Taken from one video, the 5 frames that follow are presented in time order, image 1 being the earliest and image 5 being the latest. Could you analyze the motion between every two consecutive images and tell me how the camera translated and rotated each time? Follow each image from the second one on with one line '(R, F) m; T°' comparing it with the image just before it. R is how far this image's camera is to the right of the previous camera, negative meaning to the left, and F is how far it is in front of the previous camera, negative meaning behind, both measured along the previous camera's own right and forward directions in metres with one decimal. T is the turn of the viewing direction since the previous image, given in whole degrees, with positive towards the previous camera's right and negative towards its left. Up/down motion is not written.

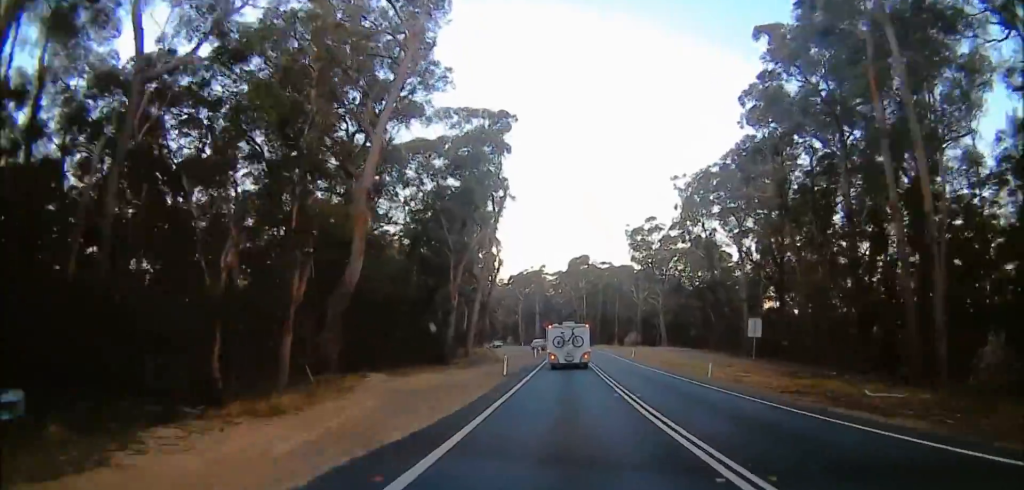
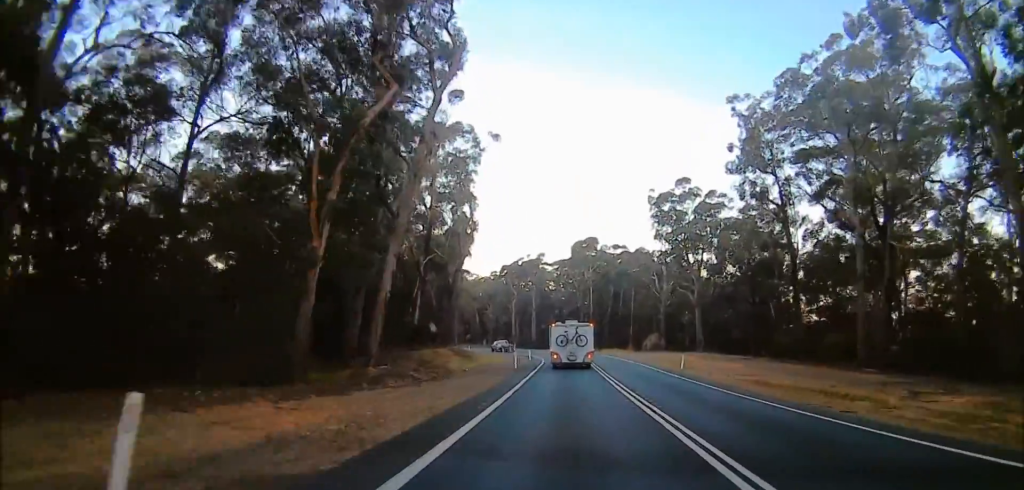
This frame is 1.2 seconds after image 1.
(+1.1, +27.1) m; +1°
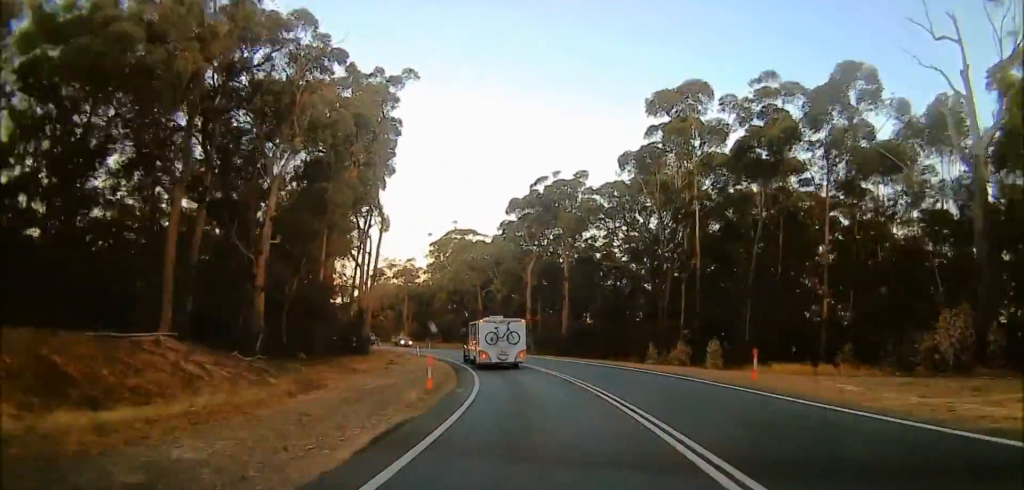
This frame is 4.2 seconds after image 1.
(-1.0, +70.9) m; -2°
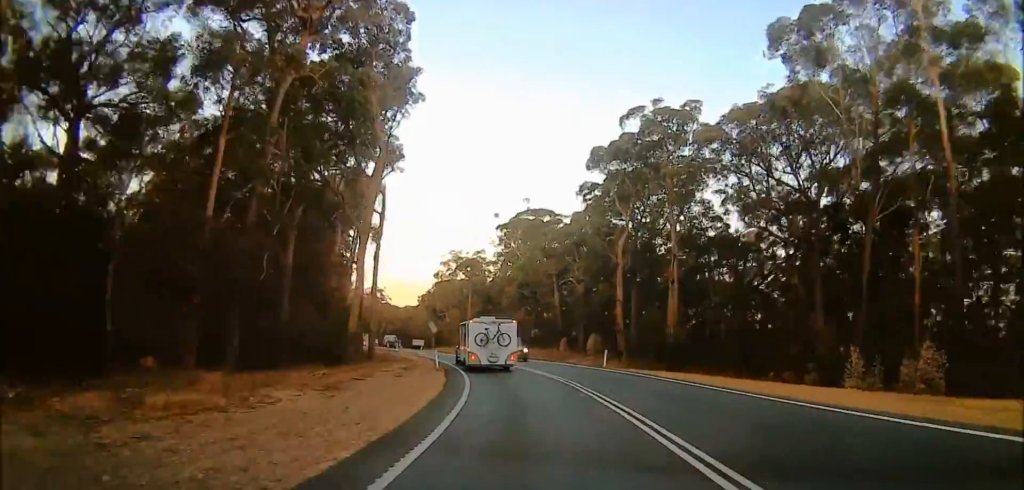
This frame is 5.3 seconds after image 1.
(-1.2, +24.5) m; -12°
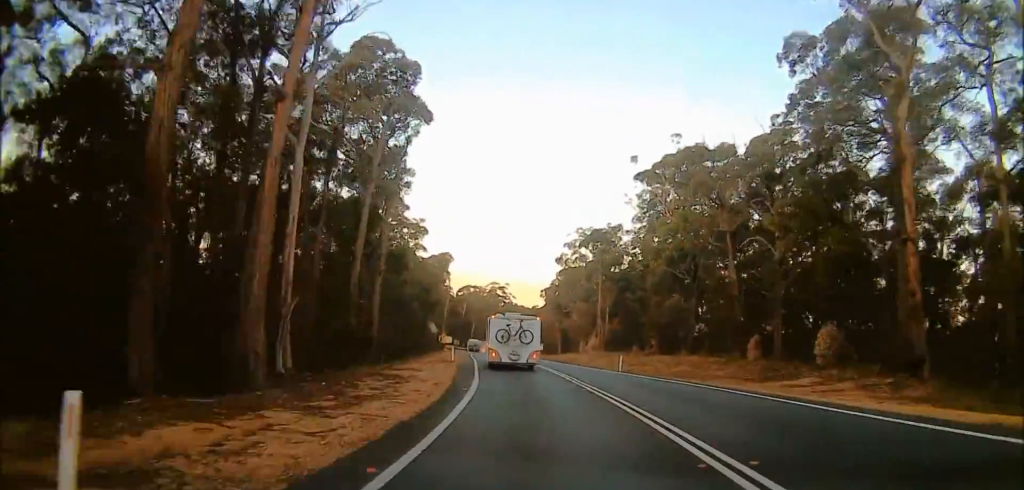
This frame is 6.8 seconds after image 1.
(-5.5, +34.5) m; -9°
